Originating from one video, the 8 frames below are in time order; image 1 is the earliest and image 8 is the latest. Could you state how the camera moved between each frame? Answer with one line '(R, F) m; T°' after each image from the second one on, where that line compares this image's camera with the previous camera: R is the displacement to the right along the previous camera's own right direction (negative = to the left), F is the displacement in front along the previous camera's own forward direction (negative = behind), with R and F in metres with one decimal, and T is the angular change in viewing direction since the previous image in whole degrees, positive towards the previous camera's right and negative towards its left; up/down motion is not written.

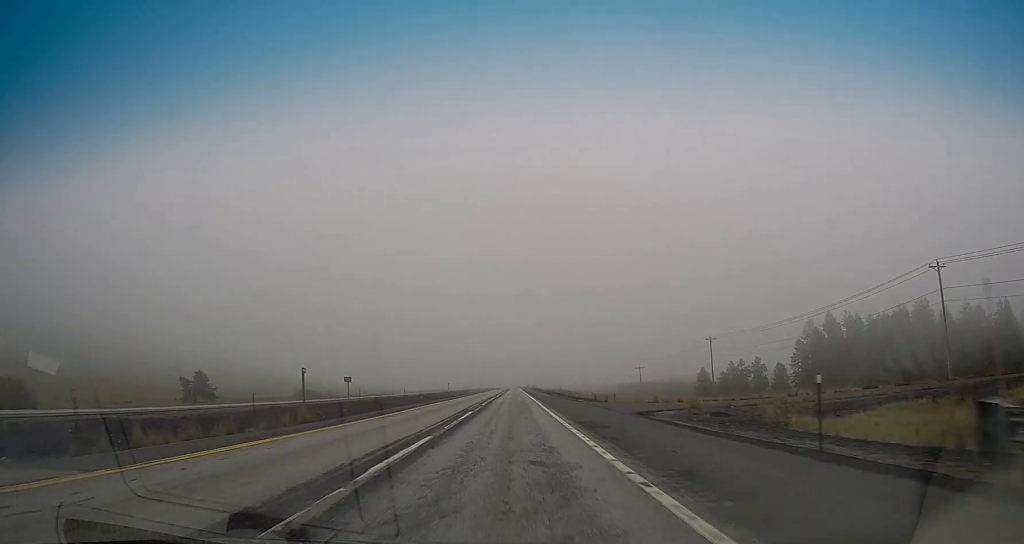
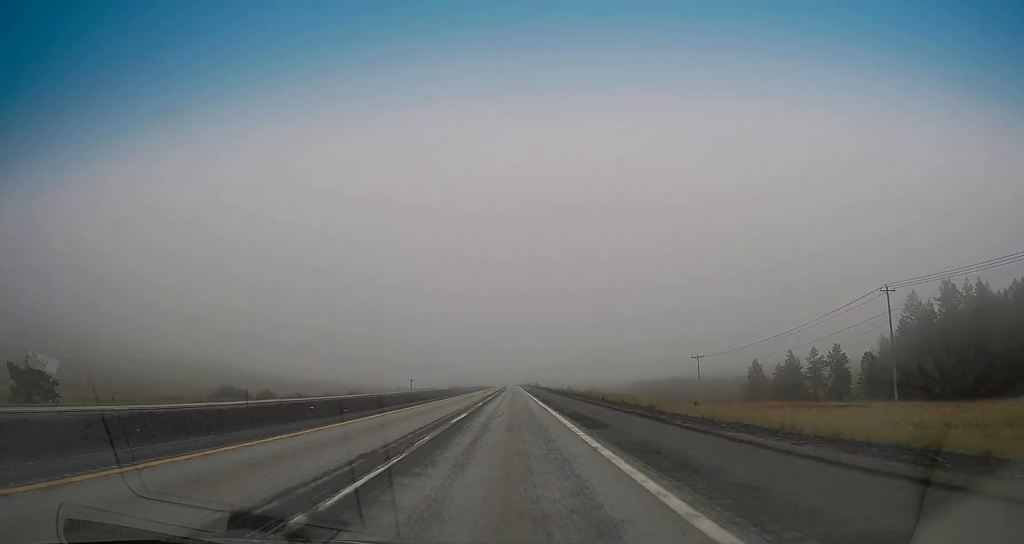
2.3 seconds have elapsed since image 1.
(0.0, +66.5) m; 0°
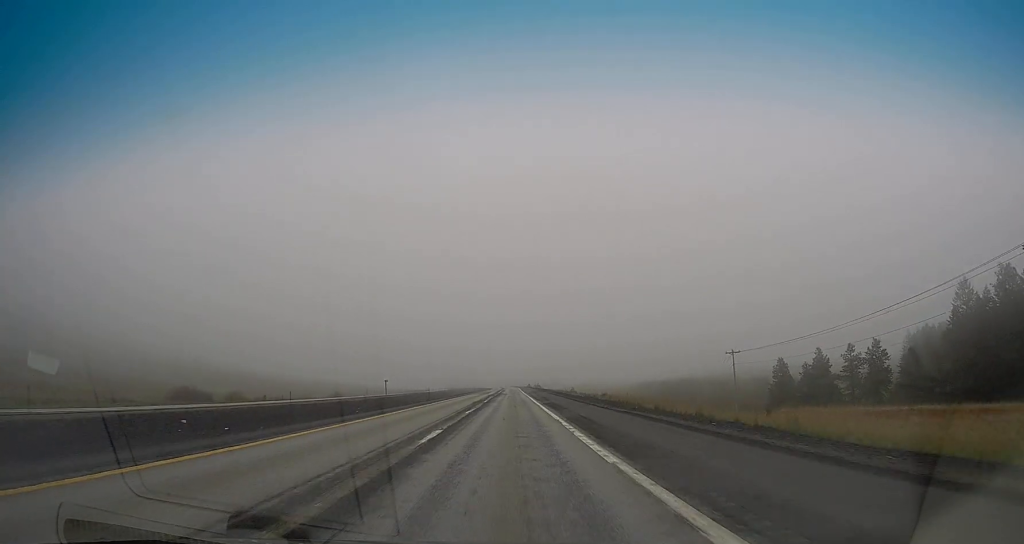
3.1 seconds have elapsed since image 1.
(0.0, +23.5) m; +1°
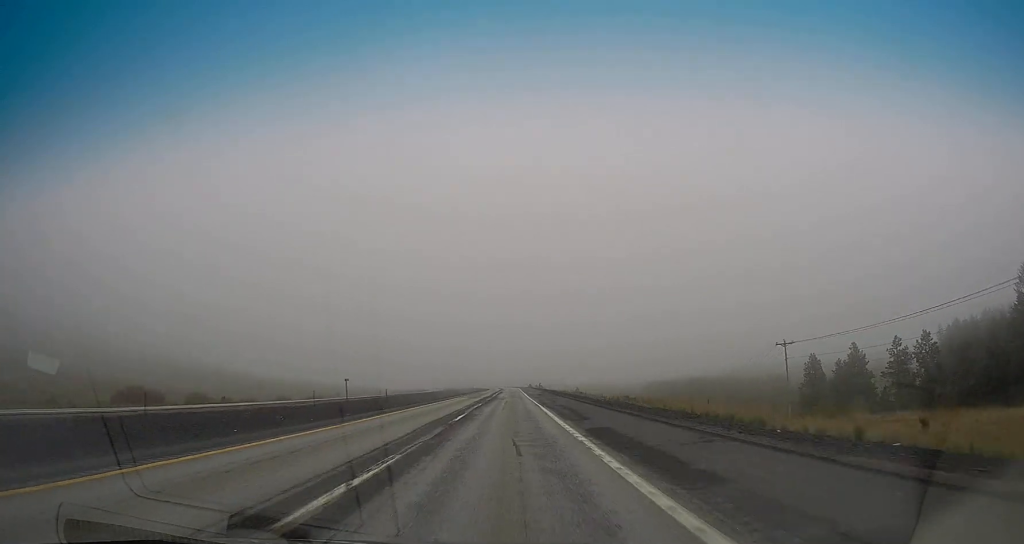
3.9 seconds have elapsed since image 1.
(+0.4, +23.5) m; 0°
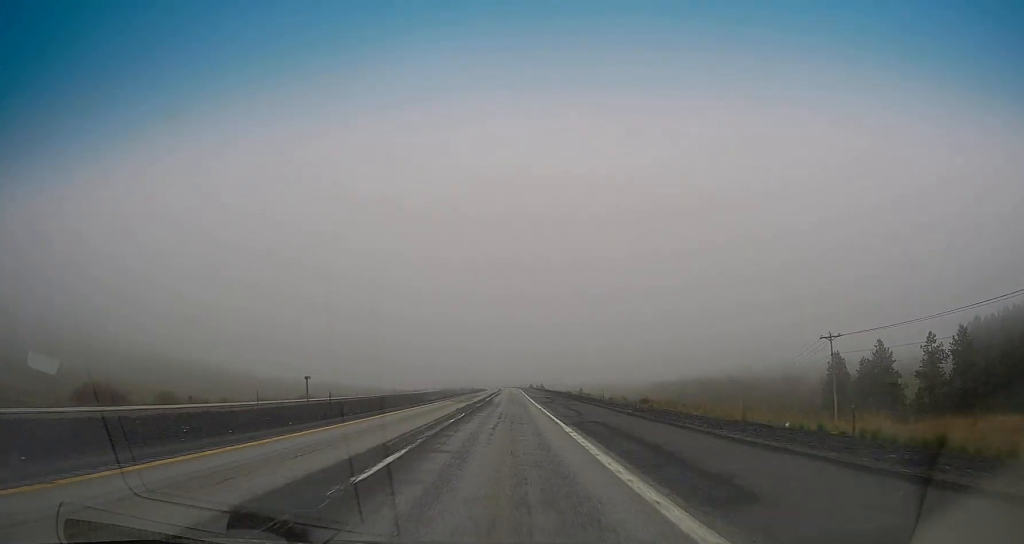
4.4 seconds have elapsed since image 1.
(+0.1, +14.7) m; 0°
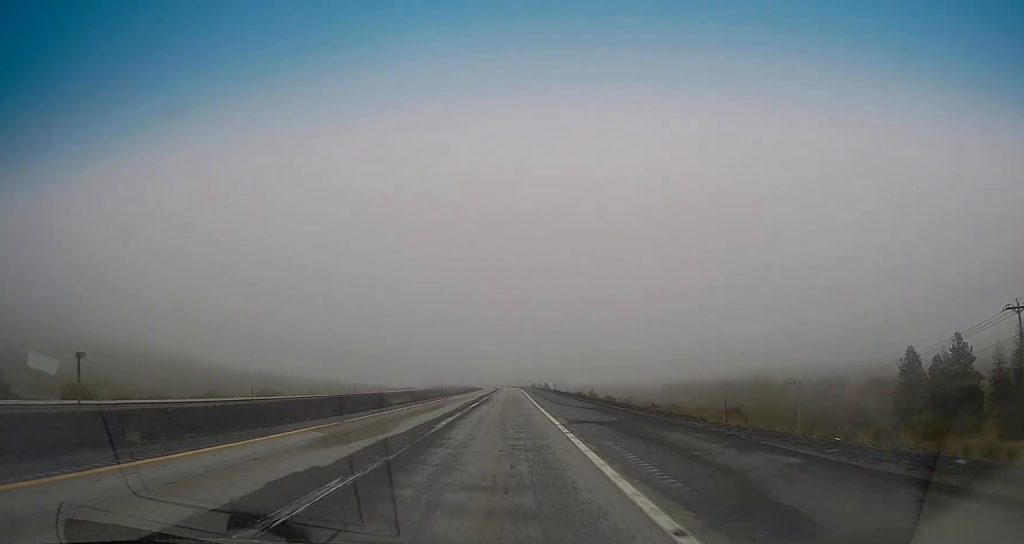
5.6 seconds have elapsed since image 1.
(-0.4, +35.4) m; -1°
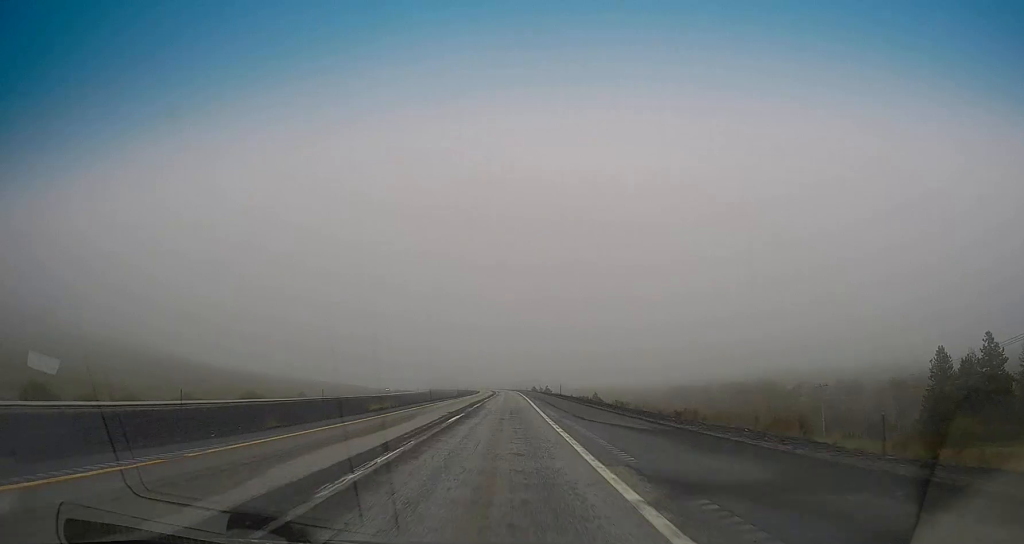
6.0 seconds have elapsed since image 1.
(0.0, +11.8) m; 0°
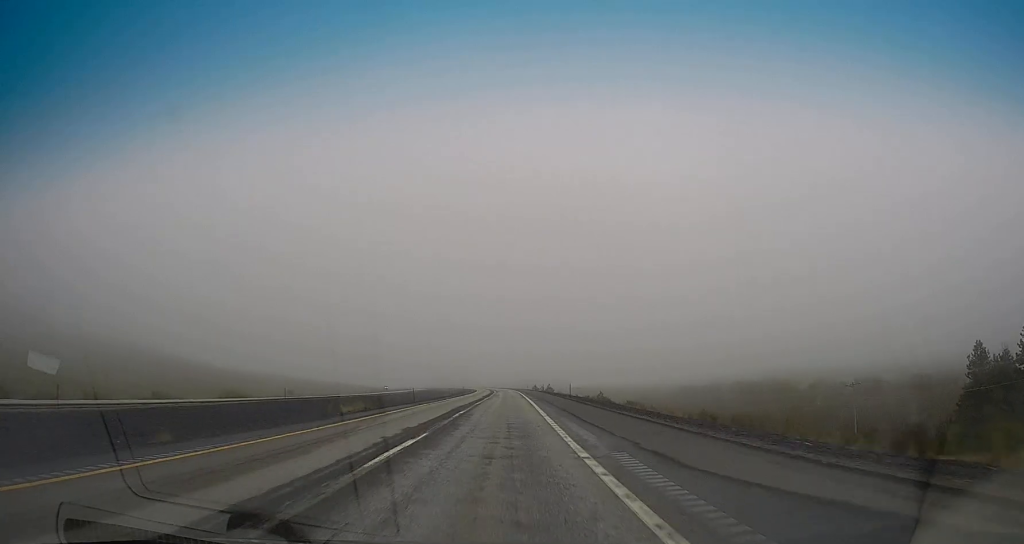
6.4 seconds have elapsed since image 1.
(0.0, +12.7) m; 0°
